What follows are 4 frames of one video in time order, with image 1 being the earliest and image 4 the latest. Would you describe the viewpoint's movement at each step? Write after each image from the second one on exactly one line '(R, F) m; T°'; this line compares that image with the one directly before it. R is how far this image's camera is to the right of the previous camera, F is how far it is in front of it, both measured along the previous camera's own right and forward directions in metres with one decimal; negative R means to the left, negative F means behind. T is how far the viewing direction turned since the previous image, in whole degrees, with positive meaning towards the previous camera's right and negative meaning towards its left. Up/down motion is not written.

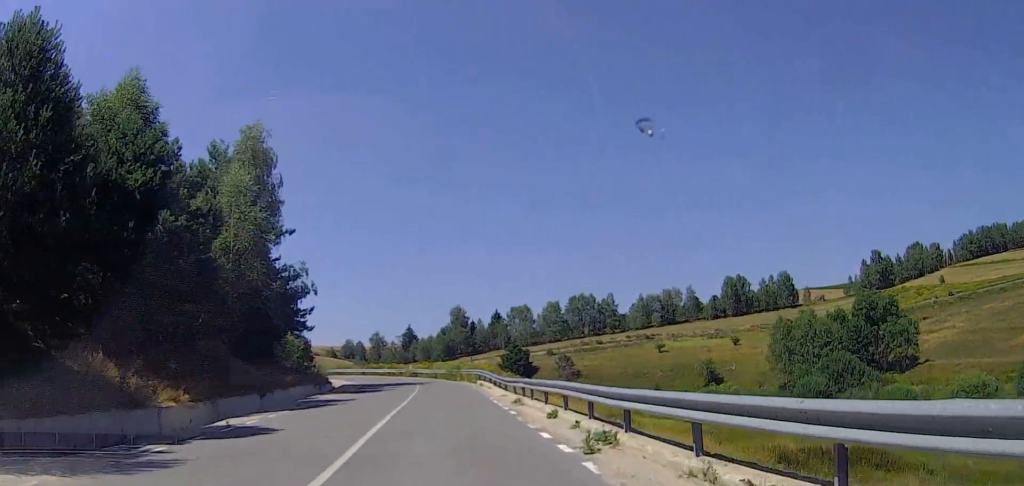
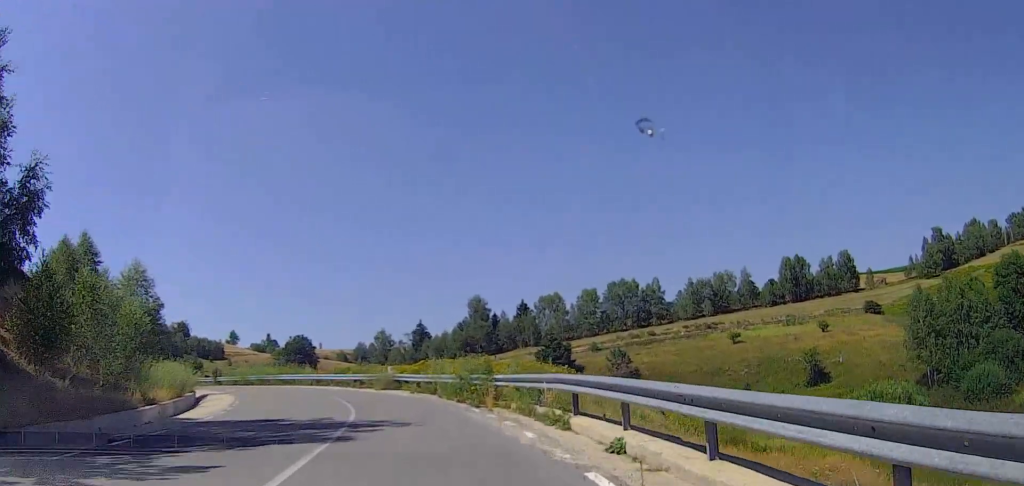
(-2.1, +32.3) m; -14°
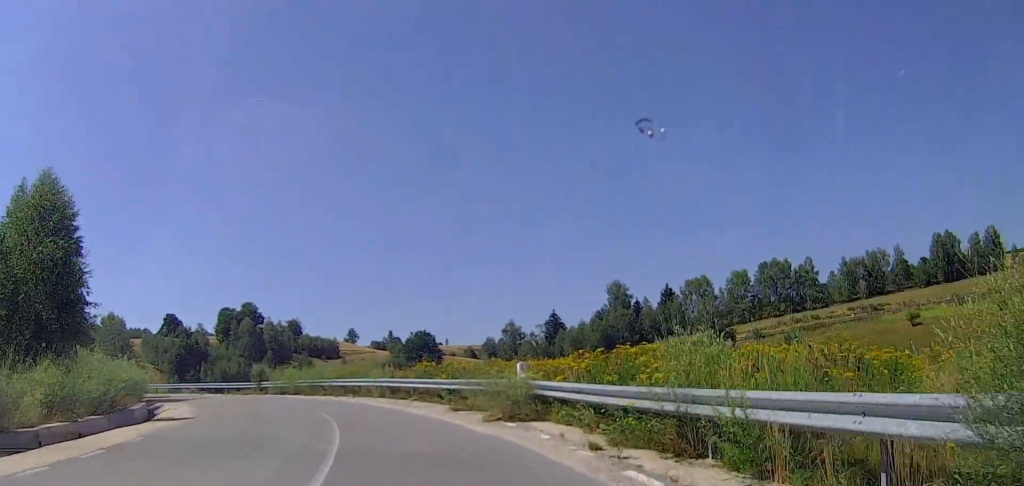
(-1.9, +19.4) m; -6°
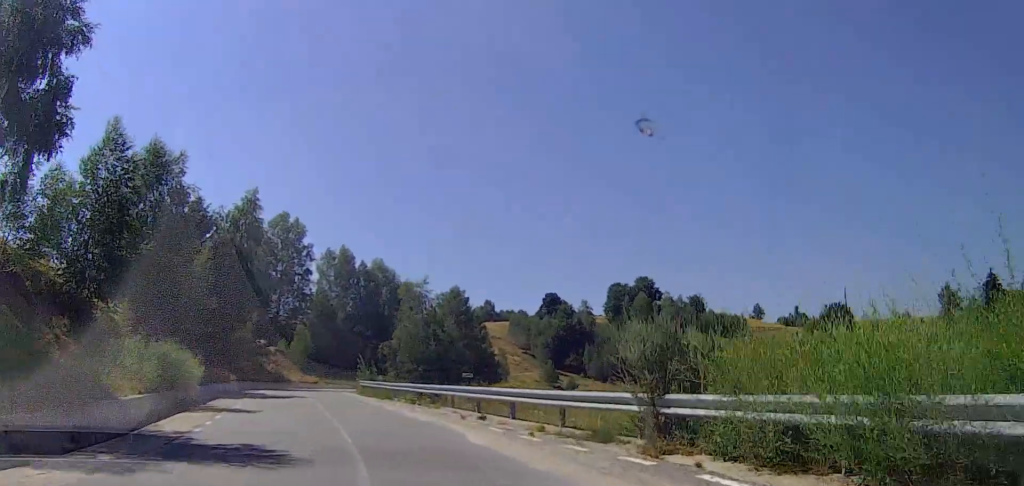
(-3.7, +31.7) m; -28°
